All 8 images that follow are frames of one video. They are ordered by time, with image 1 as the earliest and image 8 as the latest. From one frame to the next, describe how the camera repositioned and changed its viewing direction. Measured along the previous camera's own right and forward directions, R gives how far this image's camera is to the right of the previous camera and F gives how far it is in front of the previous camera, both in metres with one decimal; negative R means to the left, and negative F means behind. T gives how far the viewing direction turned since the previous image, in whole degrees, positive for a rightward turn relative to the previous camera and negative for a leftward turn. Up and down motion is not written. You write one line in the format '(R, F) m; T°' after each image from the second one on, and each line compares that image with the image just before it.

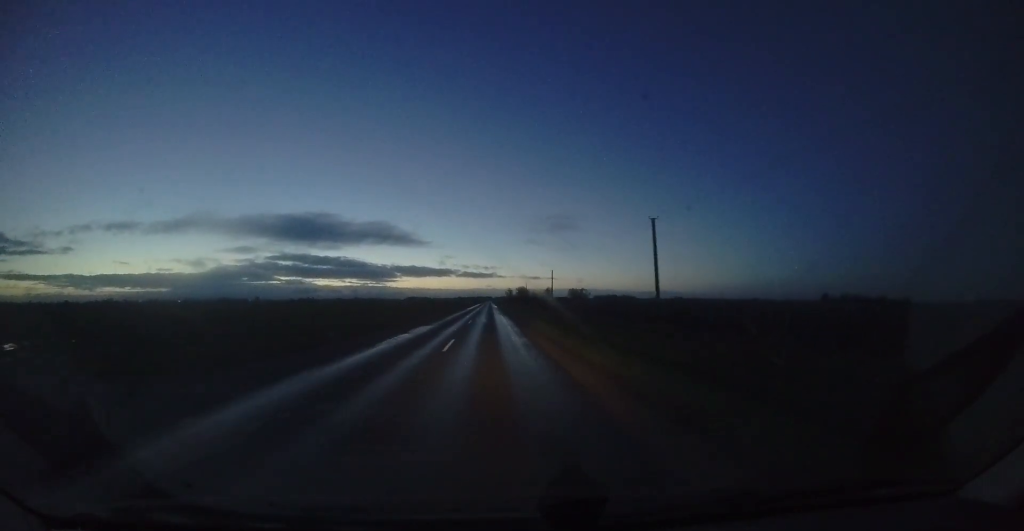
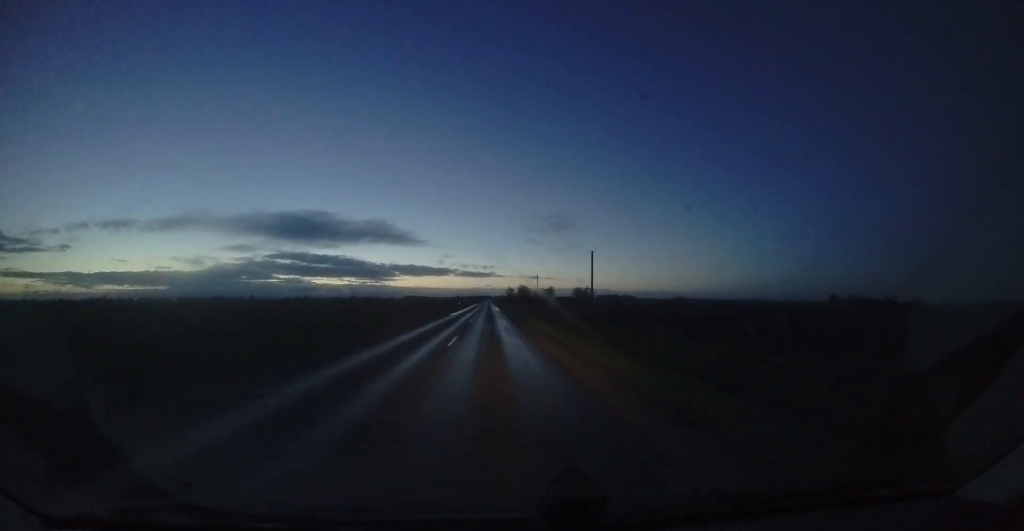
(+0.6, +23.1) m; 0°
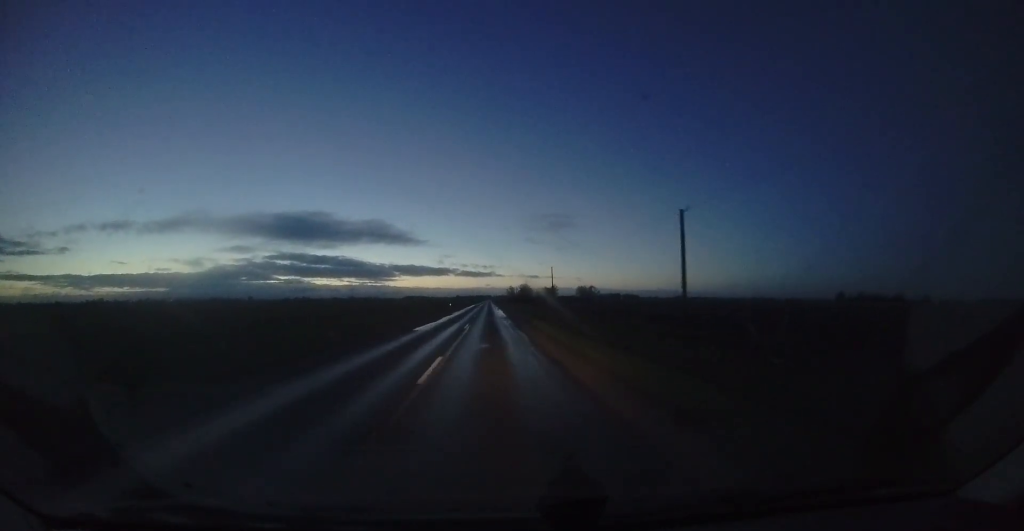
(-0.3, +17.1) m; 0°
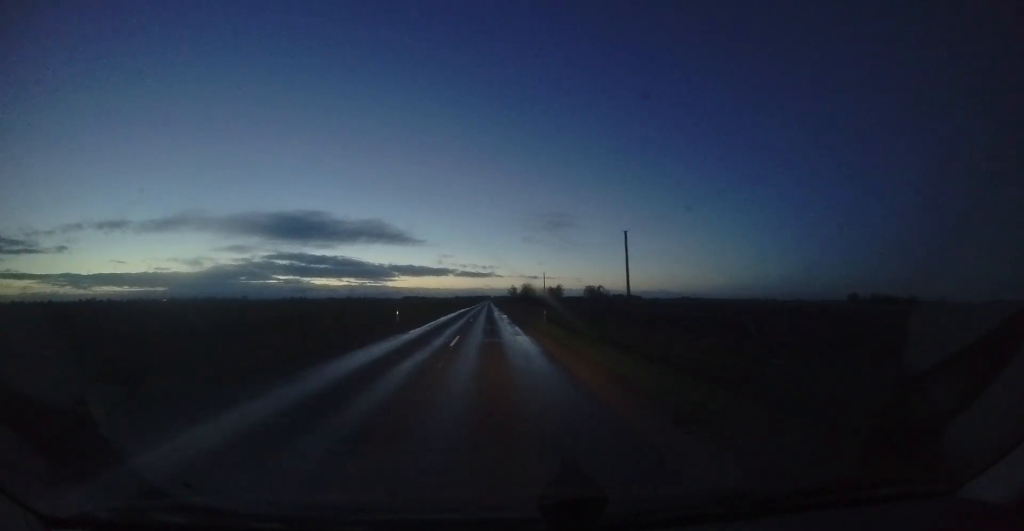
(+0.1, +31.0) m; 0°
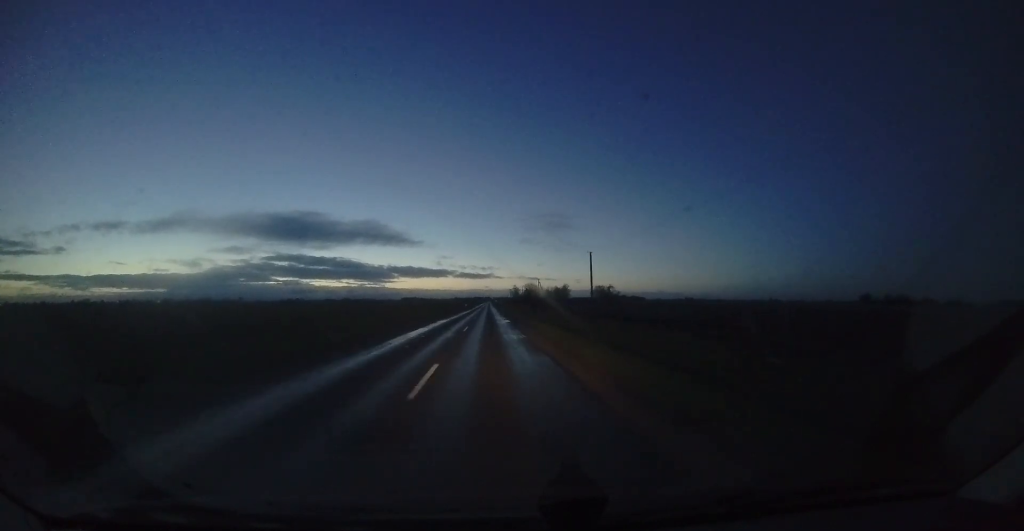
(-0.1, +30.2) m; -2°
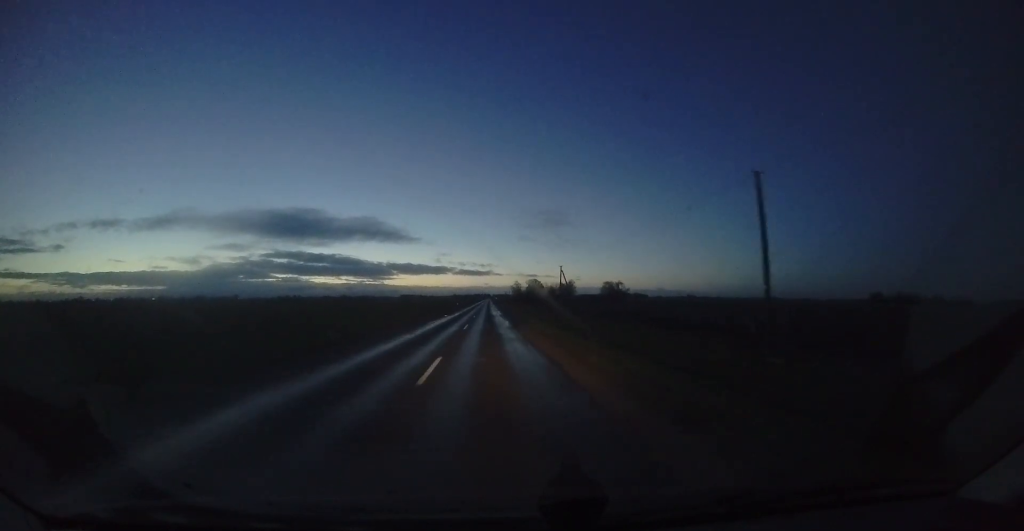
(-0.7, +23.2) m; 0°
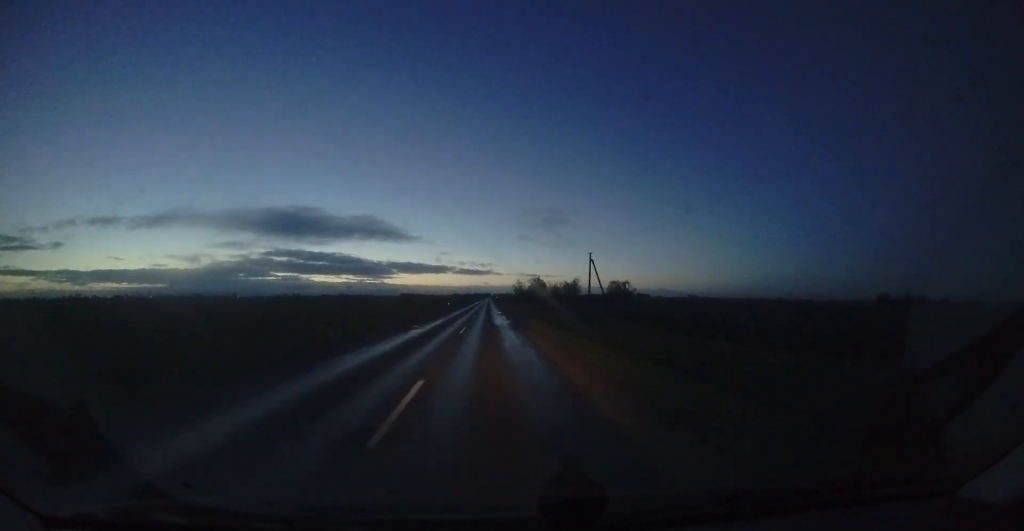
(+0.4, +14.8) m; +1°
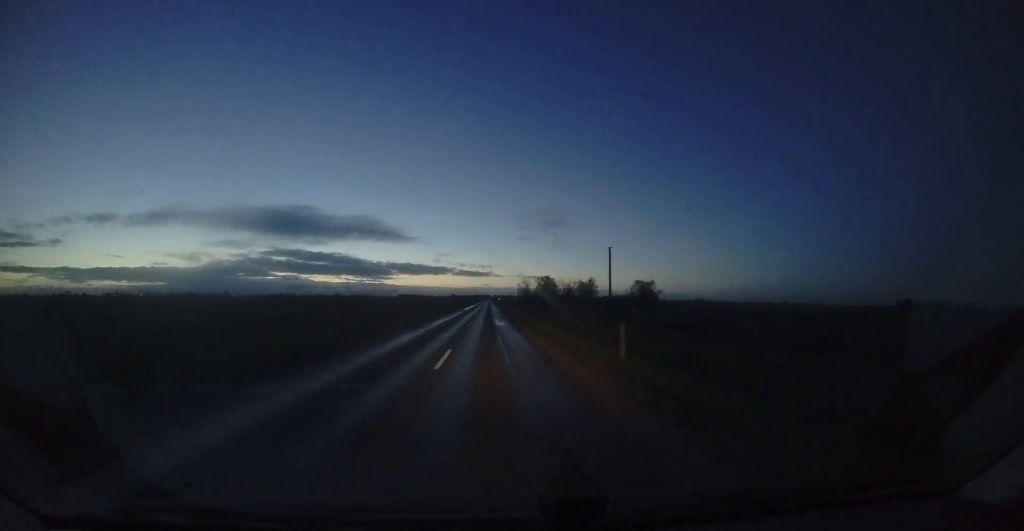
(+0.2, +44.4) m; 0°
